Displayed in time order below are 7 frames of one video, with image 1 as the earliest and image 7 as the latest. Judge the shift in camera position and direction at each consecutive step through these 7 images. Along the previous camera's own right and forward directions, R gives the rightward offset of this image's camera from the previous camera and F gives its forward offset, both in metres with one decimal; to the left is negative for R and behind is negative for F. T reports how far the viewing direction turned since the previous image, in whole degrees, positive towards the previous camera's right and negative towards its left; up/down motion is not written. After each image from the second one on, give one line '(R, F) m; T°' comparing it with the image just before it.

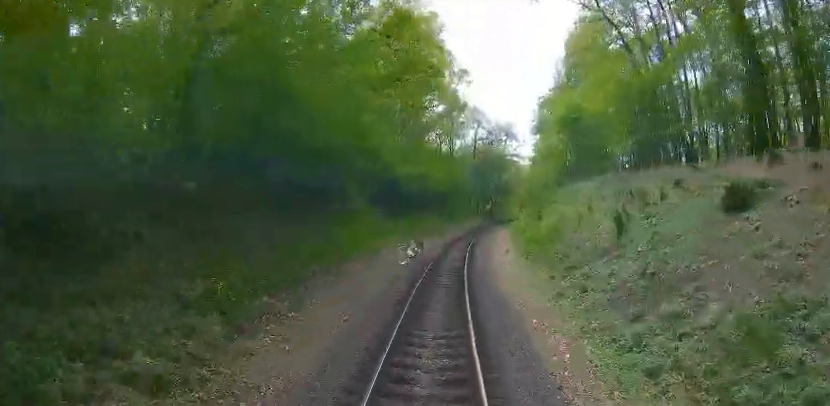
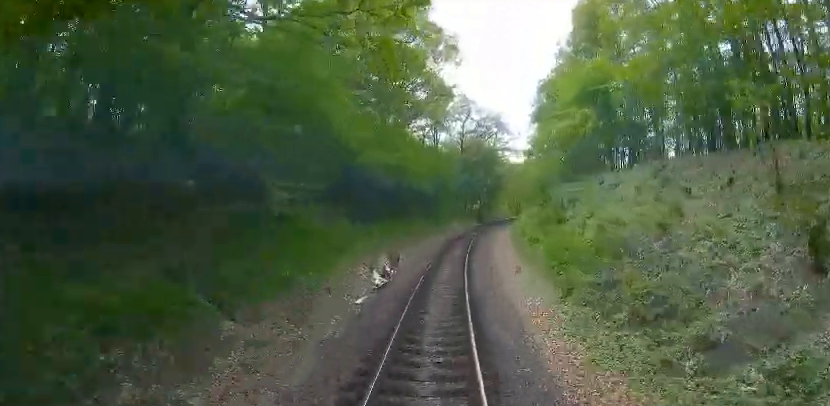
(+0.1, +9.9) m; +1°
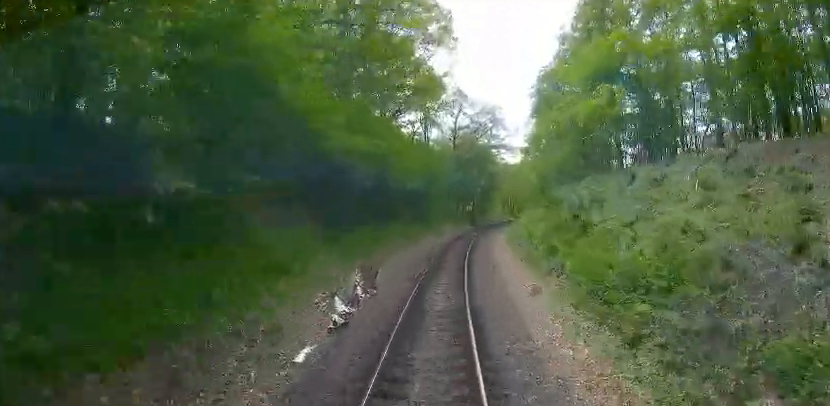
(-0.1, +5.7) m; +1°
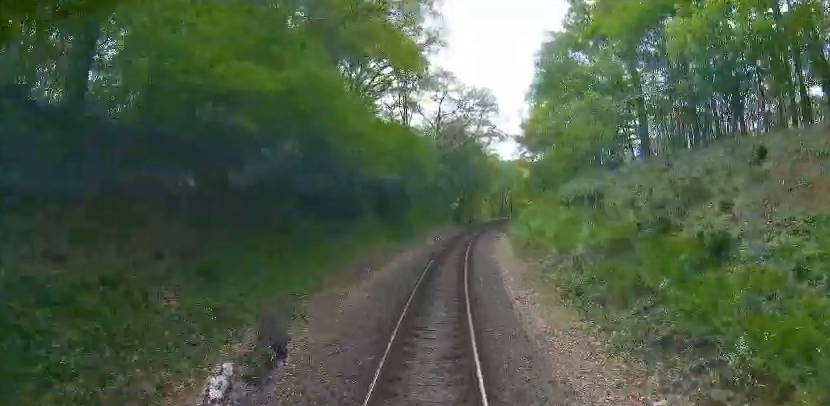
(+0.1, +10.3) m; +2°
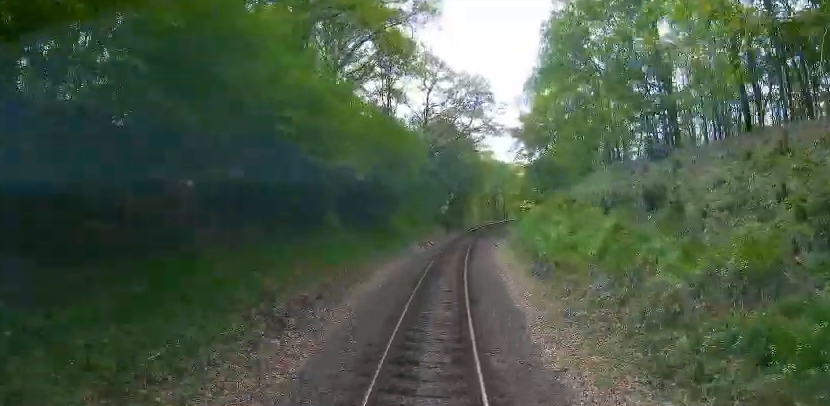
(+0.1, +6.9) m; +1°
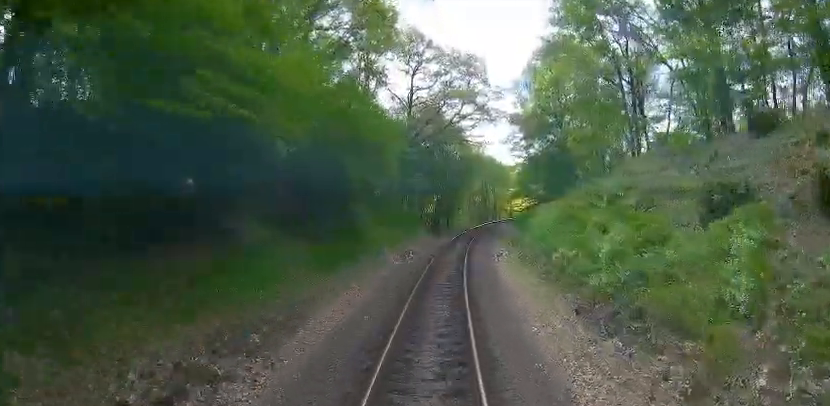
(+0.1, +7.6) m; +1°
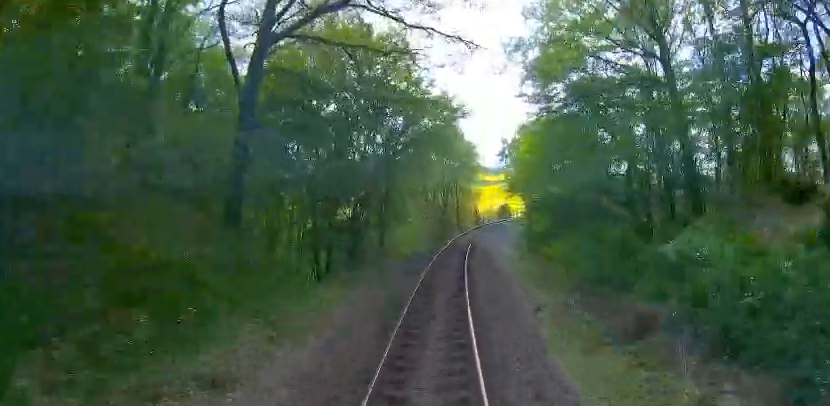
(+2.8, +30.3) m; +11°
